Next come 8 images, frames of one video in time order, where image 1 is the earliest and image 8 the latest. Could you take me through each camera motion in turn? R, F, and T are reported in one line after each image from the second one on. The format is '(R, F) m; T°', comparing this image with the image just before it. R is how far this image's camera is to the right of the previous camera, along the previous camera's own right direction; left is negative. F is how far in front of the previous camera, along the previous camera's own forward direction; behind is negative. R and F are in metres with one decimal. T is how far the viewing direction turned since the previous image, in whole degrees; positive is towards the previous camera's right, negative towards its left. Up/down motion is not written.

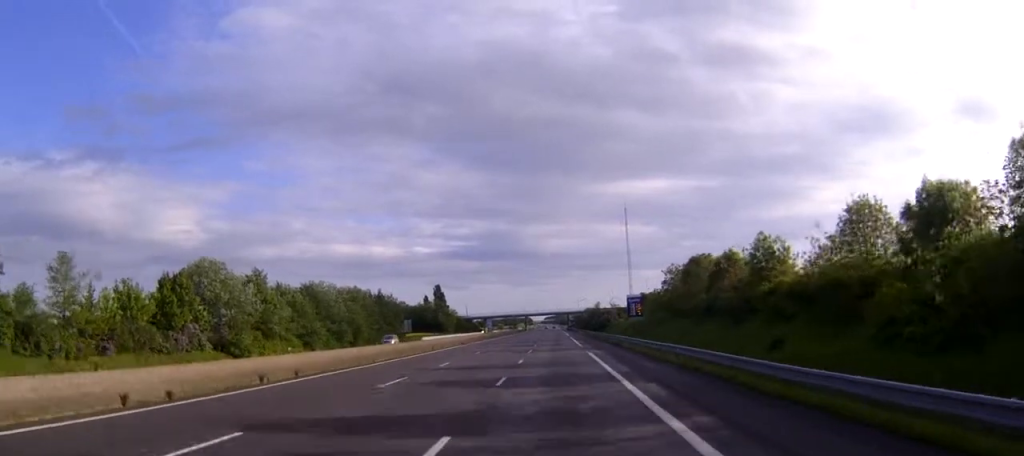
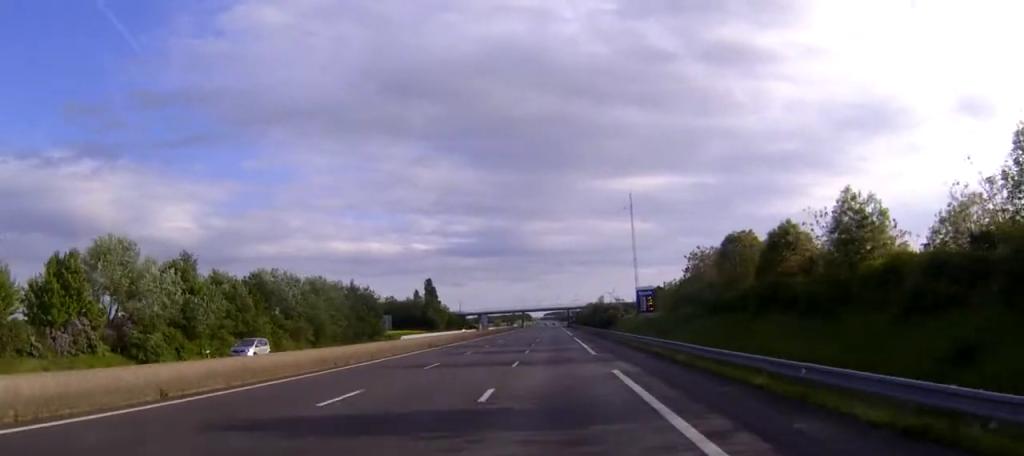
(0.0, +18.3) m; 0°
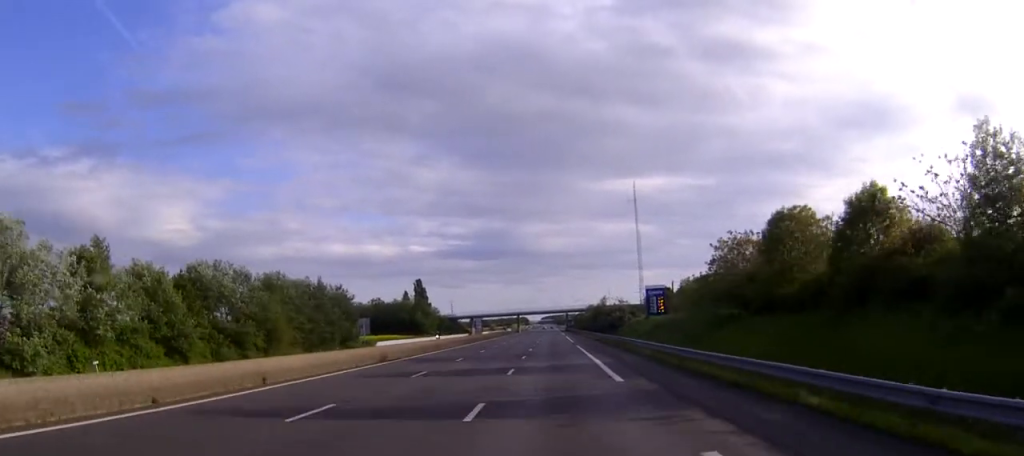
(0.0, +15.6) m; 0°
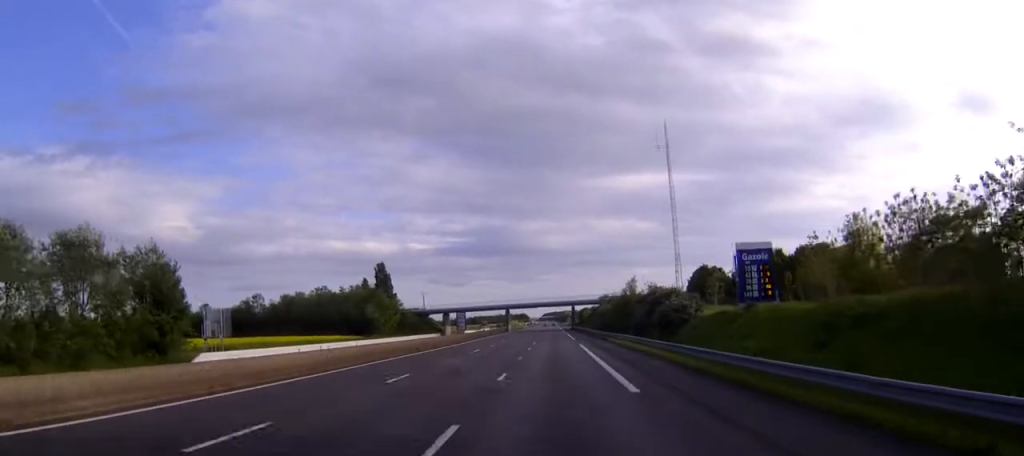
(+0.2, +56.4) m; 0°
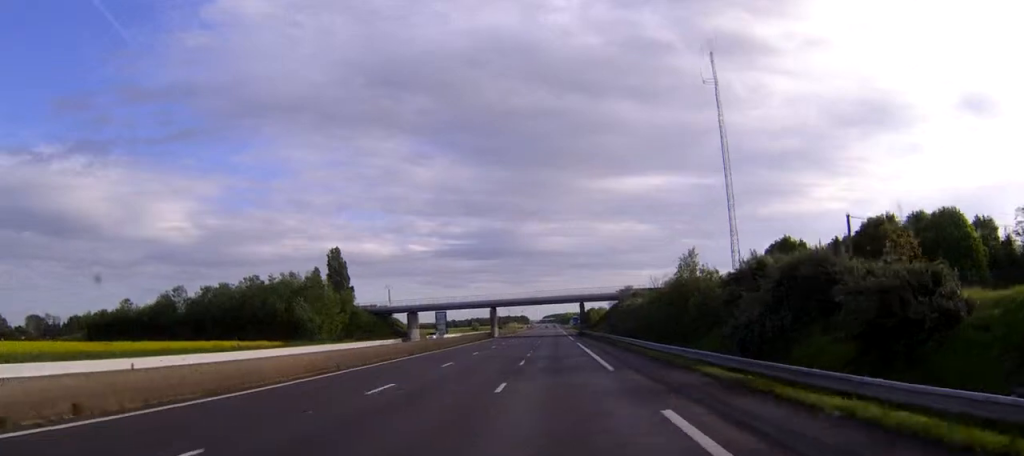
(0.0, +42.6) m; 0°
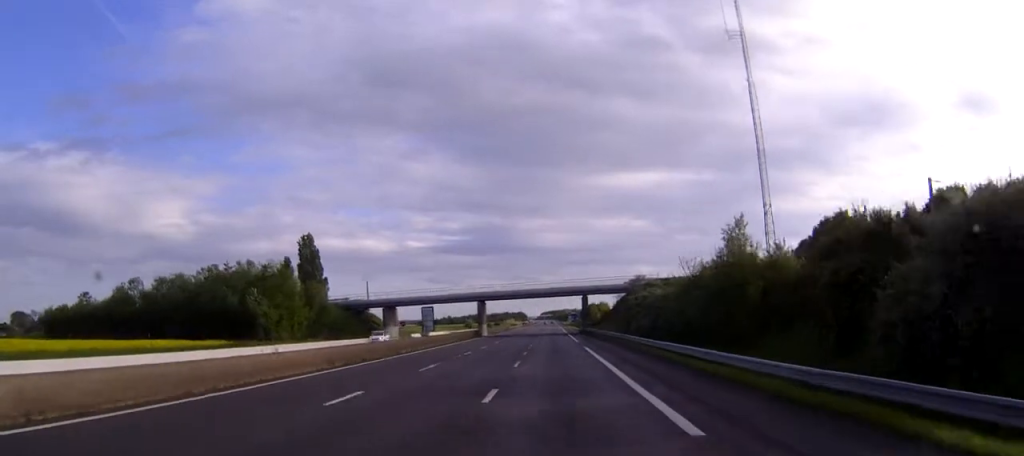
(0.0, +16.7) m; 0°
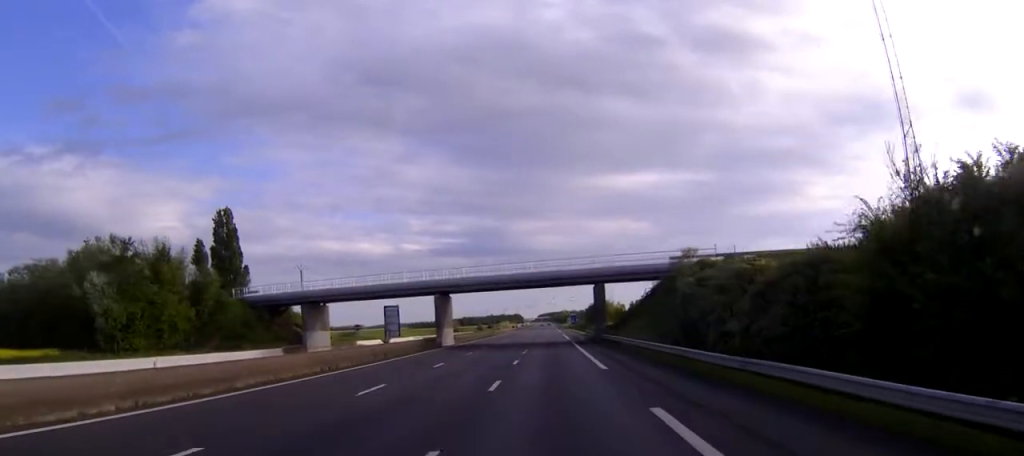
(0.0, +35.5) m; 0°
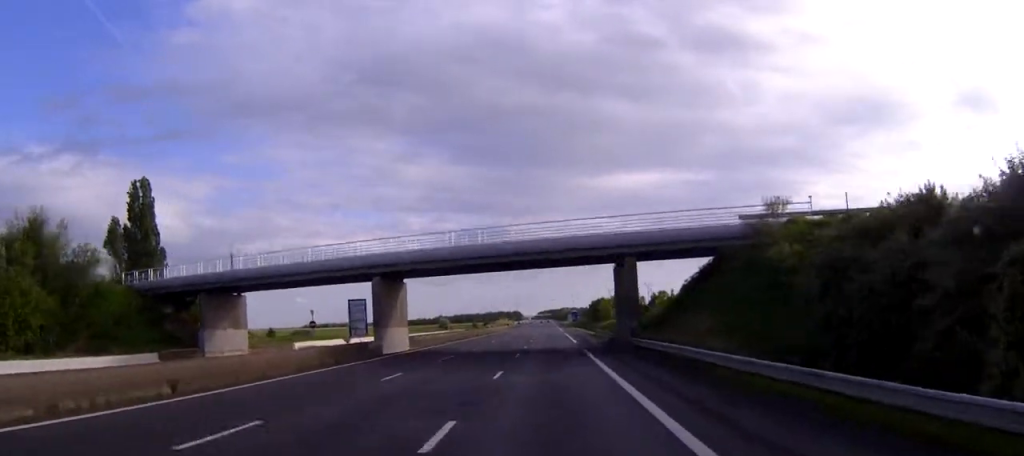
(0.0, +23.3) m; 0°
